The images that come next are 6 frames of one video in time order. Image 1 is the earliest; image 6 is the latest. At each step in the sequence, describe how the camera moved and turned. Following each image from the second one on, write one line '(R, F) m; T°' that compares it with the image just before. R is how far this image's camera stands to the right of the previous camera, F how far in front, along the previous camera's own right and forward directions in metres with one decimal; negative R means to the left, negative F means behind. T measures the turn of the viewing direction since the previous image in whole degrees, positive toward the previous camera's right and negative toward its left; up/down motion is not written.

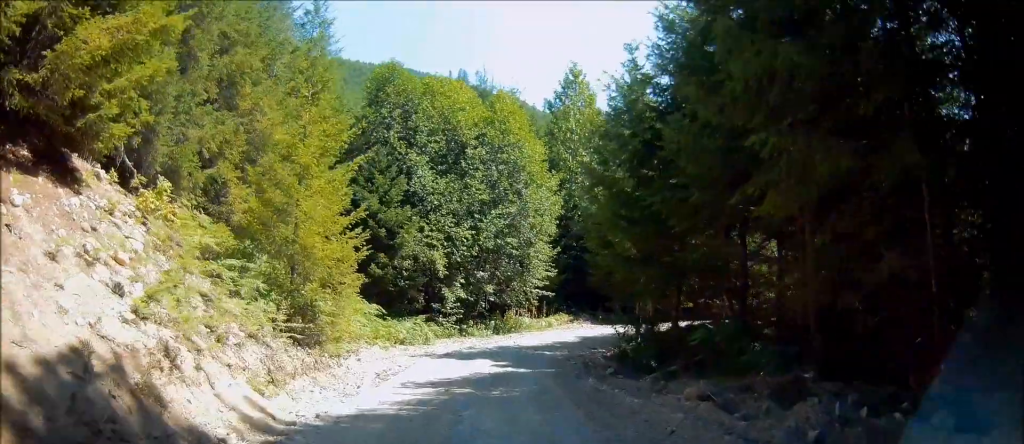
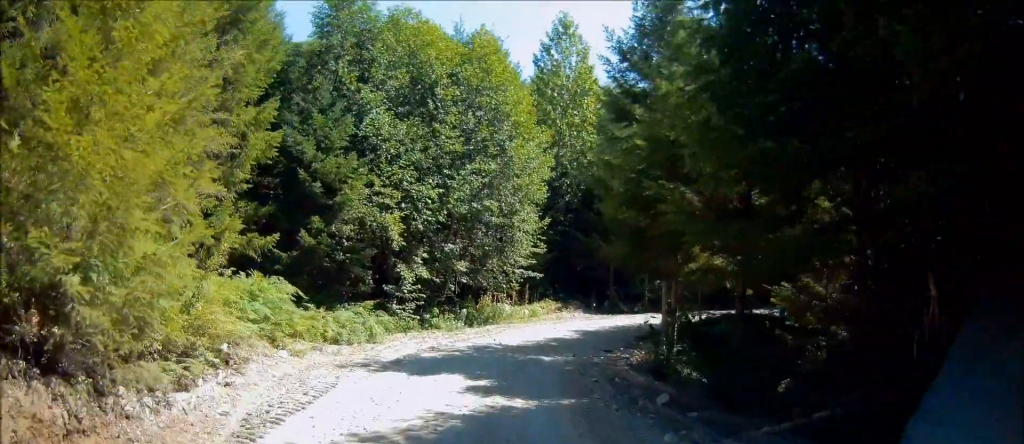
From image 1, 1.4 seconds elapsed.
(+0.2, +6.8) m; +2°
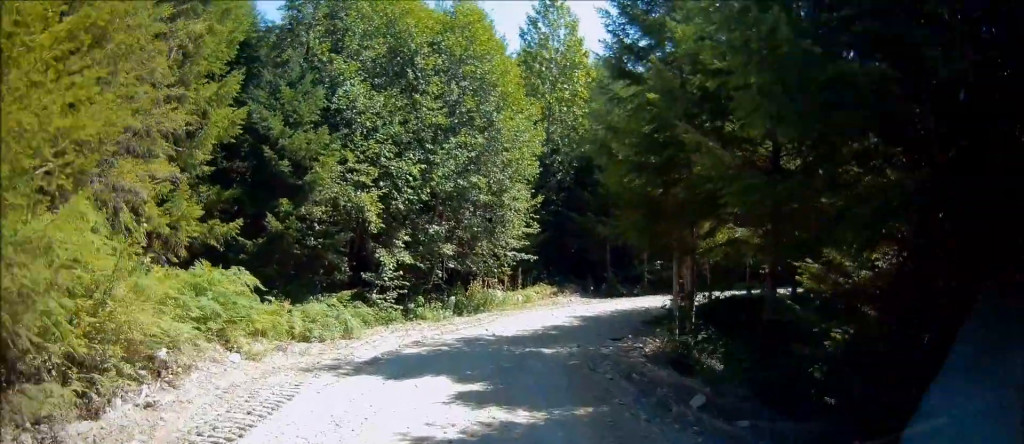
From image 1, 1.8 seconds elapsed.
(-0.1, +1.9) m; -1°
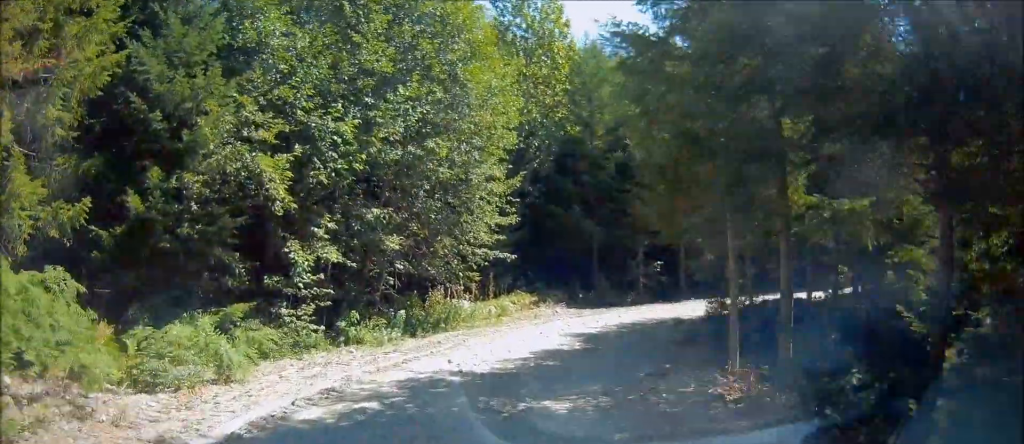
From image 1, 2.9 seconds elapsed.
(-0.2, +5.5) m; +2°
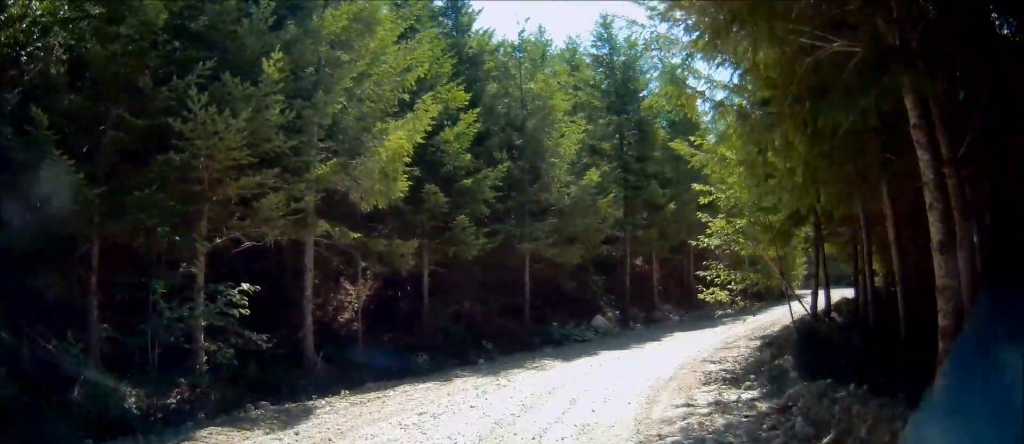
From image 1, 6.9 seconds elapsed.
(+4.9, +17.1) m; +35°
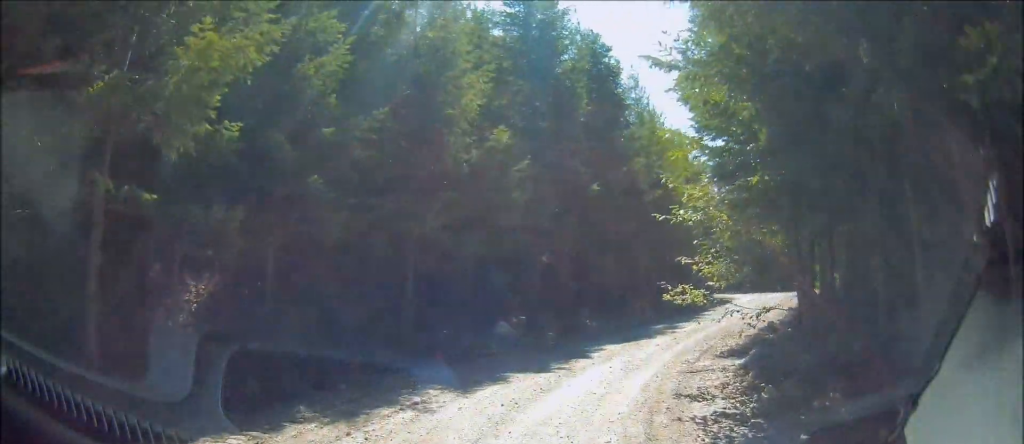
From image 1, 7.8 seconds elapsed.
(+0.4, +3.8) m; +10°
